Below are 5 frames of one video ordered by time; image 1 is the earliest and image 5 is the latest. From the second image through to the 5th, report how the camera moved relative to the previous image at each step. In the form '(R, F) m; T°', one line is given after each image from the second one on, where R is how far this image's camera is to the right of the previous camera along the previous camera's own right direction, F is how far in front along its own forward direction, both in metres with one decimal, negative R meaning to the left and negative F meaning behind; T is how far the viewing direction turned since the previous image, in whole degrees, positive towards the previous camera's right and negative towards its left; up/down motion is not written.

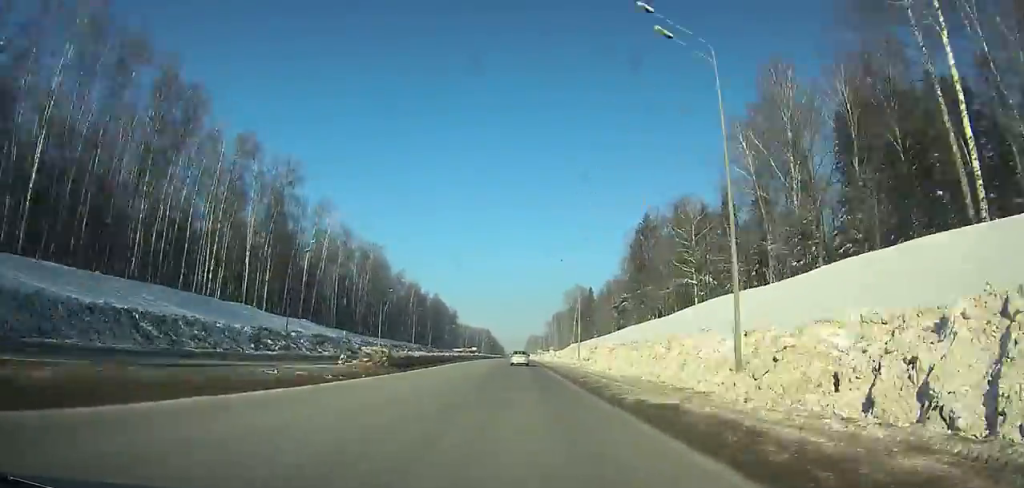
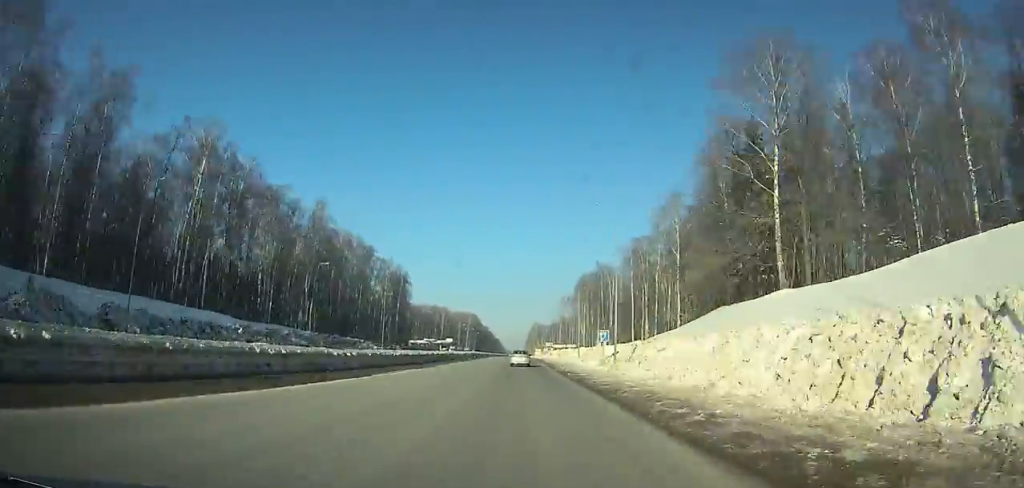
(+0.1, +150.3) m; 0°
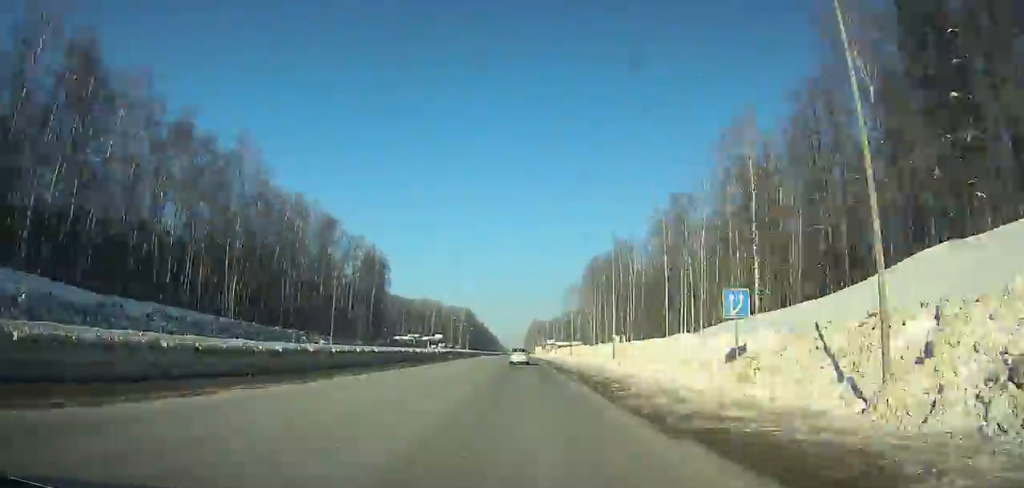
(-0.1, +30.2) m; 0°
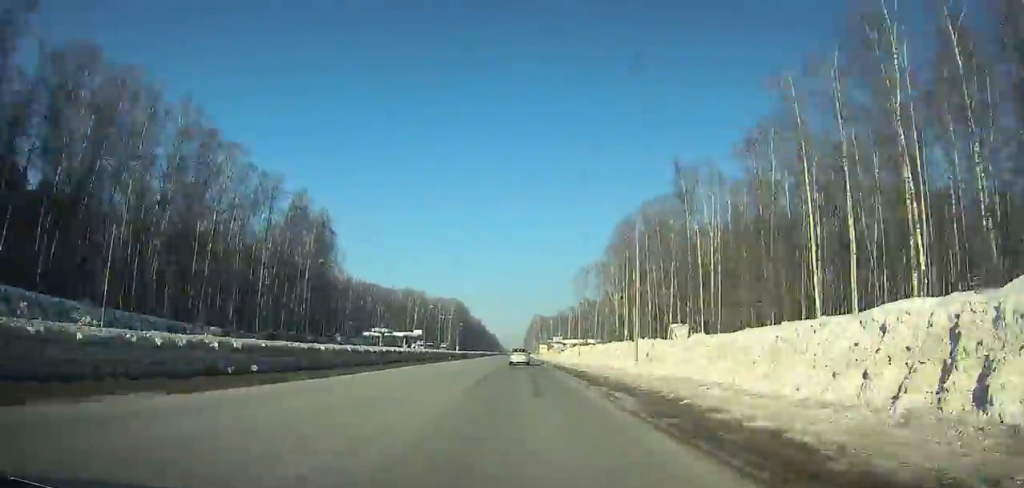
(0.0, +50.7) m; 0°
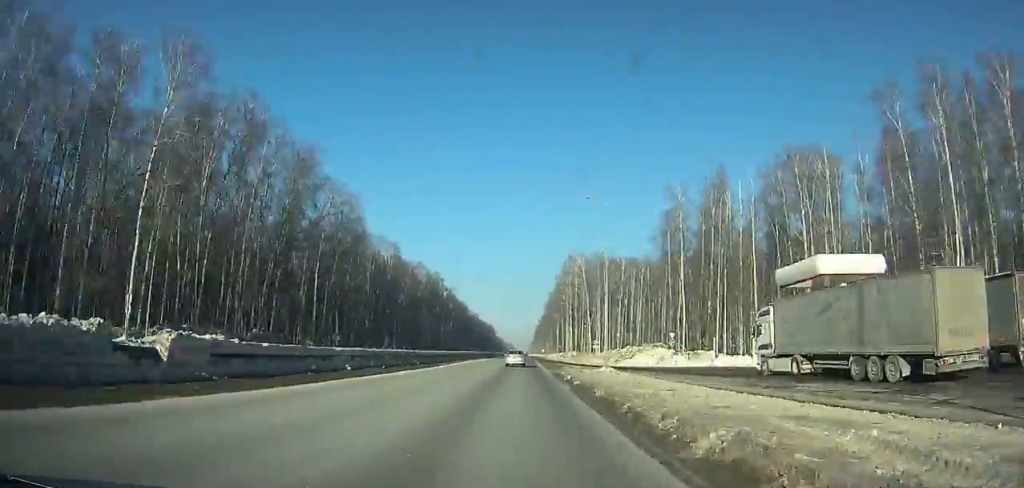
(-1.3, +230.5) m; 0°
